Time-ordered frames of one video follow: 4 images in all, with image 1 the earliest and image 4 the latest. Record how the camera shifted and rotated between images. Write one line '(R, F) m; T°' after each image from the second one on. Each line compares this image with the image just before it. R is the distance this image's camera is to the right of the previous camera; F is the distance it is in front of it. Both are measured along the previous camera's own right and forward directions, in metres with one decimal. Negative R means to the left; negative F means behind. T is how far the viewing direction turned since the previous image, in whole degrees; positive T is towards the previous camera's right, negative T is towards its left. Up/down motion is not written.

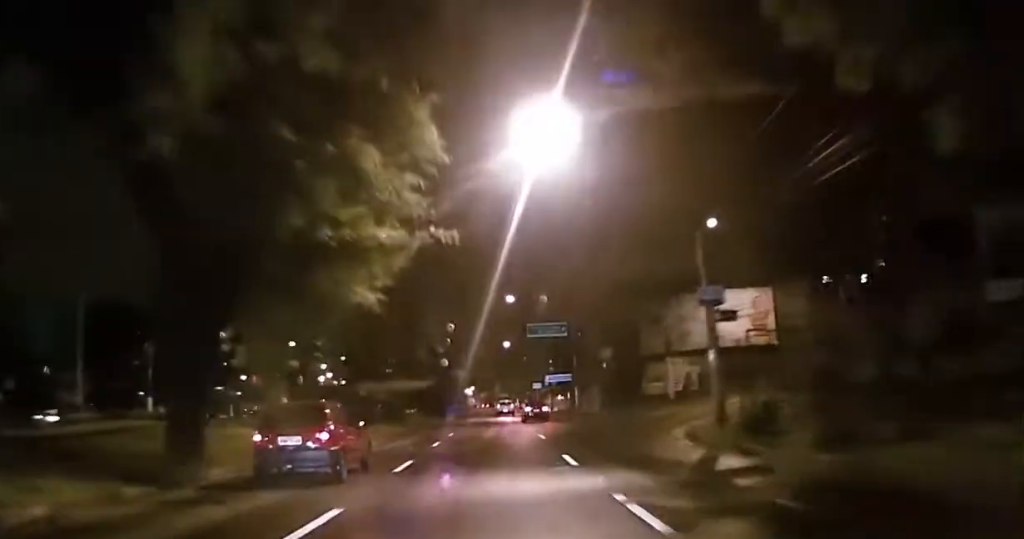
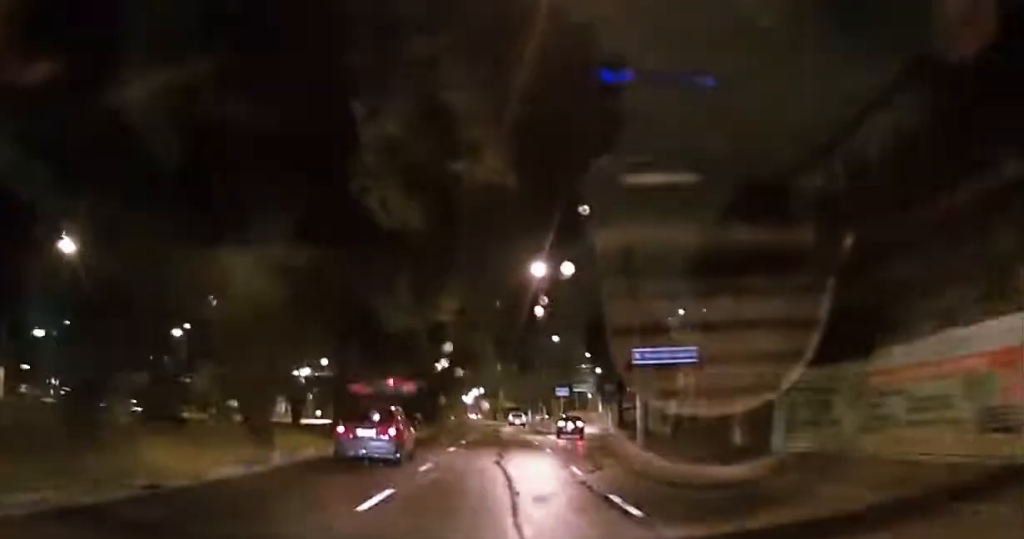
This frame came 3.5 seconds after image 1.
(-0.4, +45.8) m; 0°
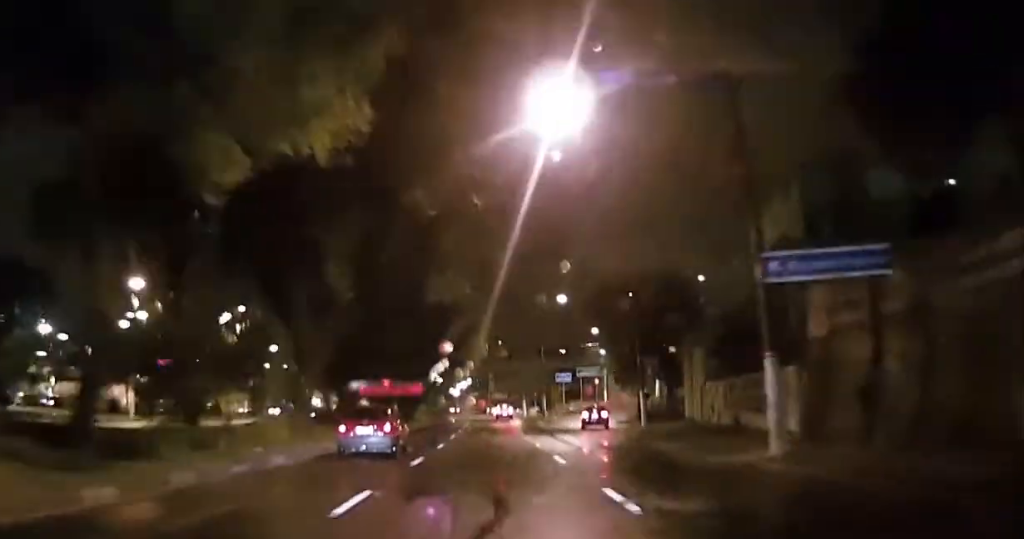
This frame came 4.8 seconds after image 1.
(+0.1, +17.0) m; -2°
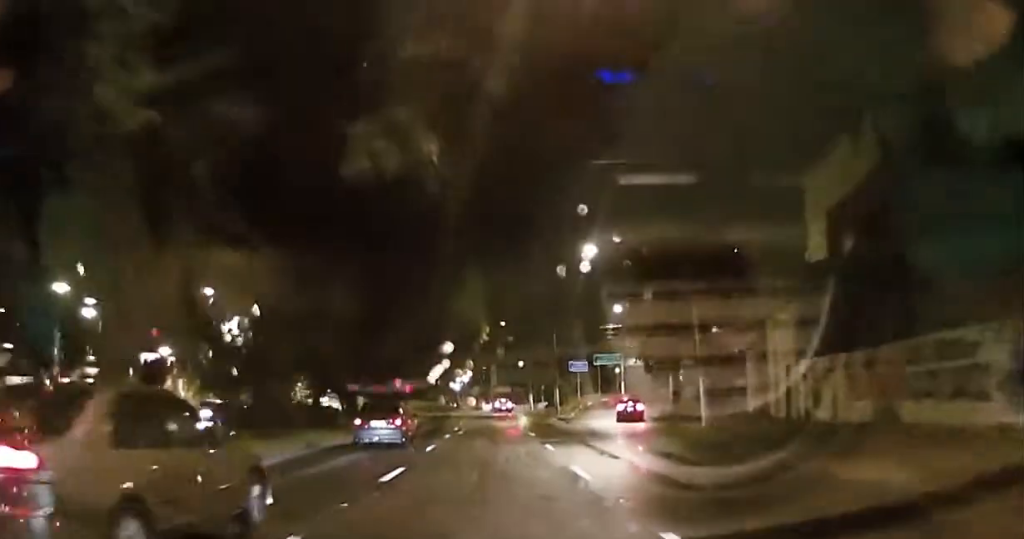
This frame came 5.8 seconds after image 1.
(-0.4, +13.0) m; 0°
